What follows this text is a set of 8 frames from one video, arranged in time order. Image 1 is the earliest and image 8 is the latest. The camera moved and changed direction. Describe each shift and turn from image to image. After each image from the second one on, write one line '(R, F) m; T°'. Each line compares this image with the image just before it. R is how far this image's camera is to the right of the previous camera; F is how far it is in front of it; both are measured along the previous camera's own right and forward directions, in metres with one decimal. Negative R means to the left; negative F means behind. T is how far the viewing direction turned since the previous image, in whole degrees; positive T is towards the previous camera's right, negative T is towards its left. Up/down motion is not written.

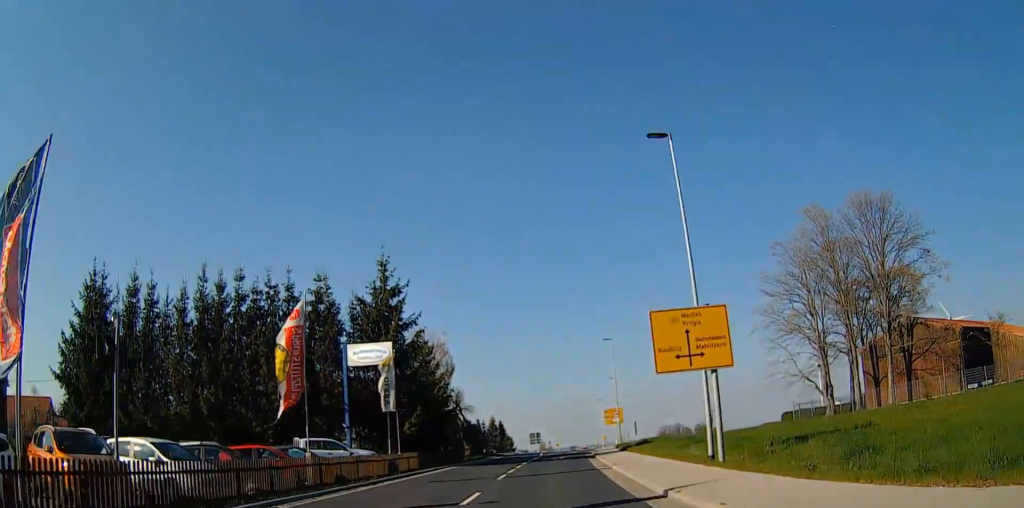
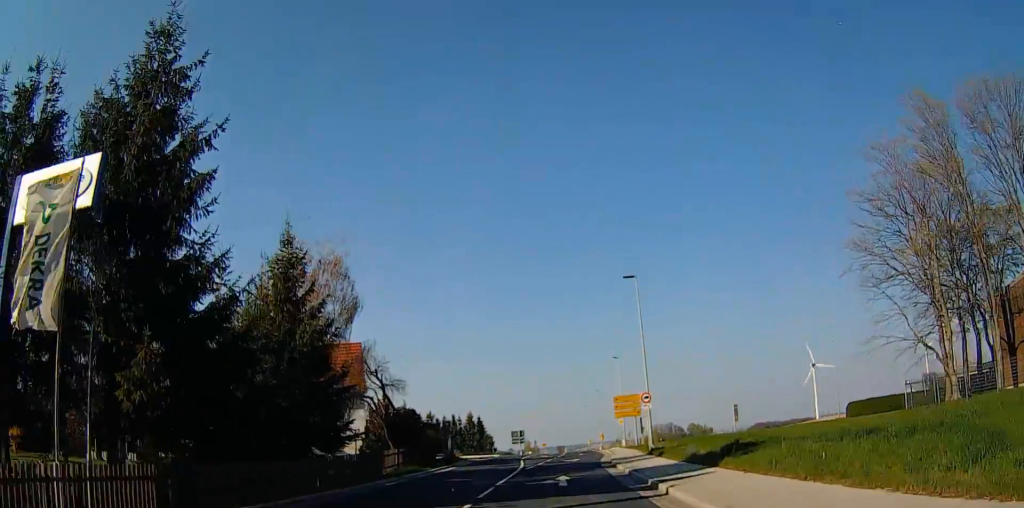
(+0.9, +25.2) m; +1°
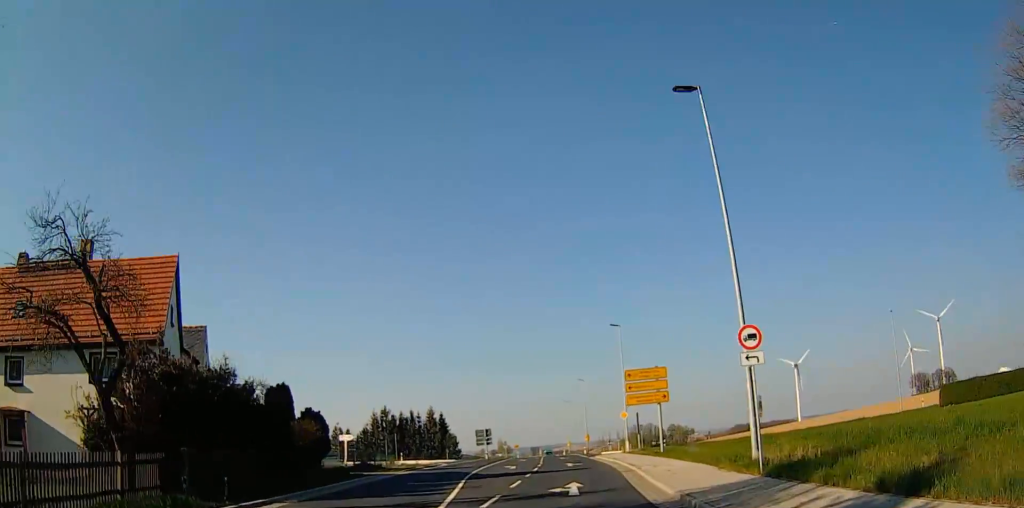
(+0.1, +23.0) m; +2°
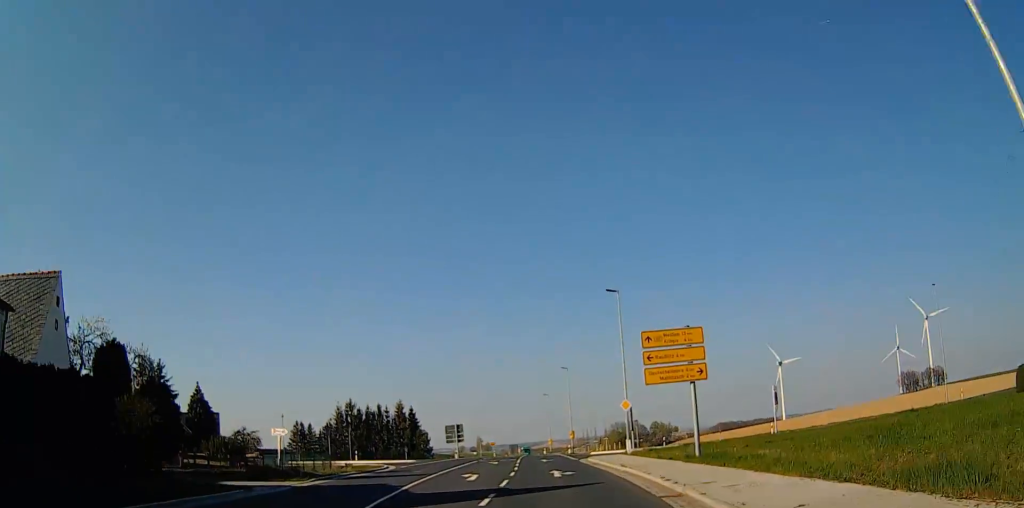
(+0.2, +12.1) m; +1°
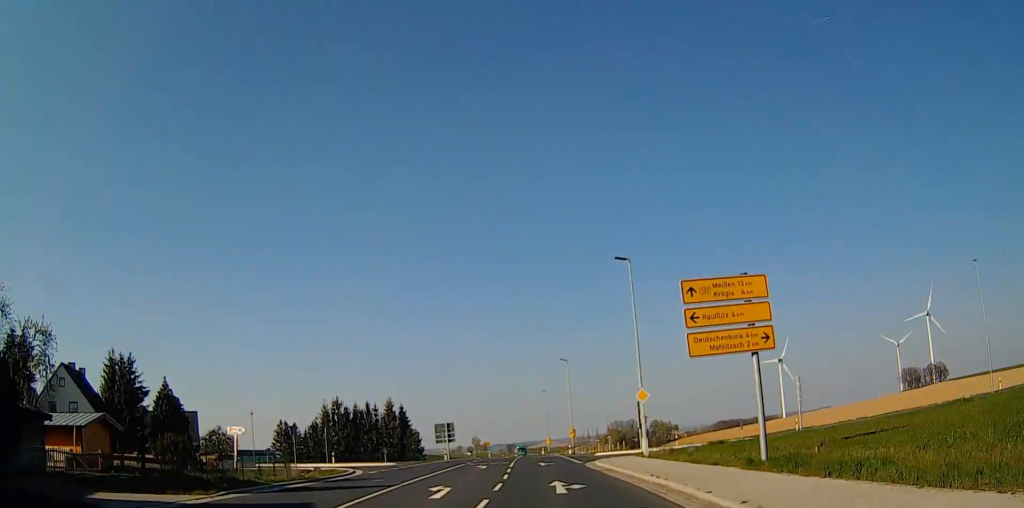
(0.0, +7.4) m; 0°
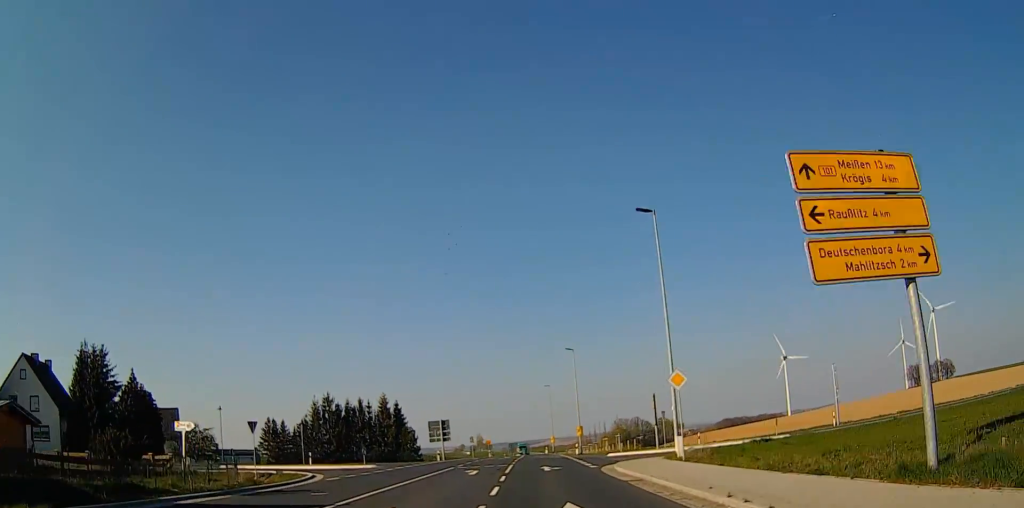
(0.0, +7.5) m; 0°
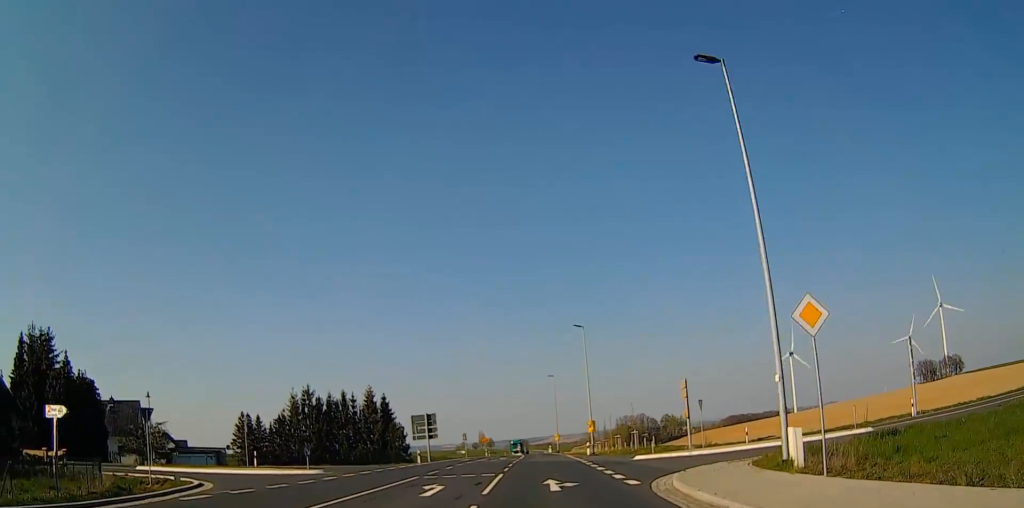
(0.0, +12.2) m; 0°
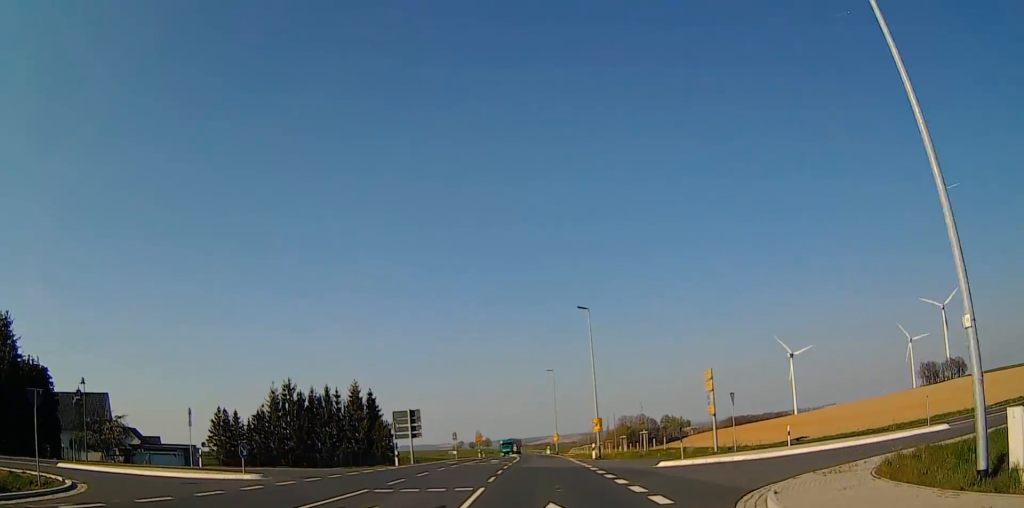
(0.0, +7.8) m; 0°
